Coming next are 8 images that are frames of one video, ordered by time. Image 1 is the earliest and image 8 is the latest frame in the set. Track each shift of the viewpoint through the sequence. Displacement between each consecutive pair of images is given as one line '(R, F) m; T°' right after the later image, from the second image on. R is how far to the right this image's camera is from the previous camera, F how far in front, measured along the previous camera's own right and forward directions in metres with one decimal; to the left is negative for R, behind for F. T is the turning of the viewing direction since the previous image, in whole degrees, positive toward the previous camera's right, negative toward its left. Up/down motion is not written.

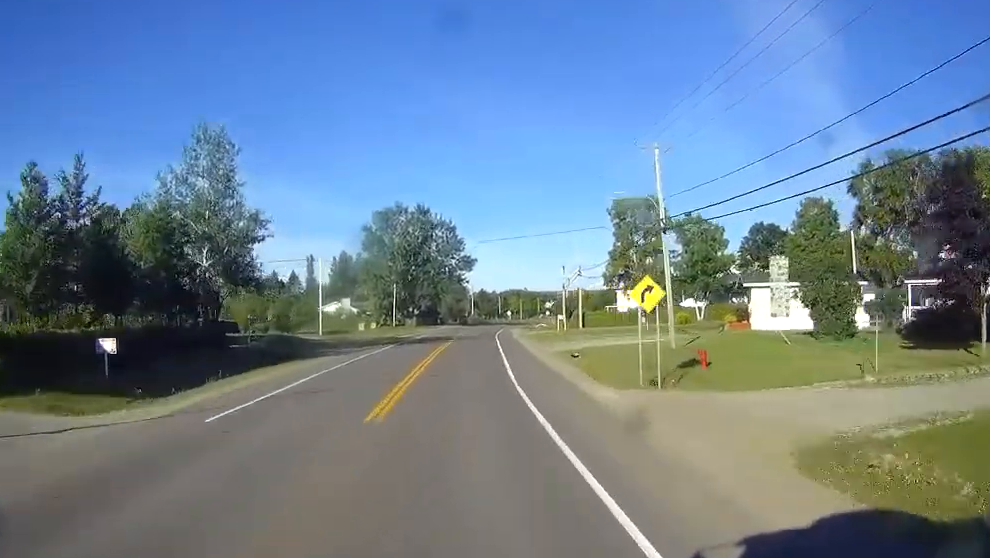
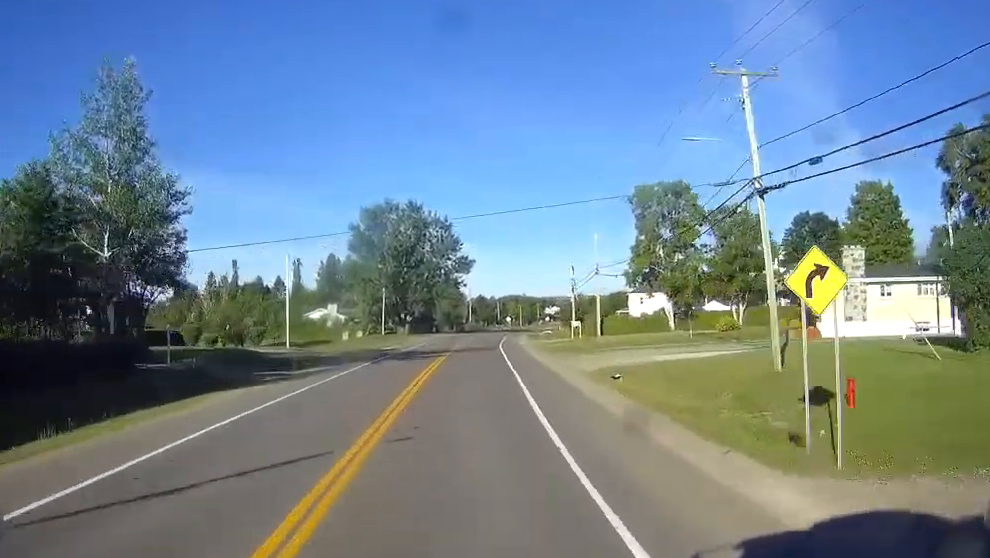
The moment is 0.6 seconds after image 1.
(0.0, +14.2) m; 0°
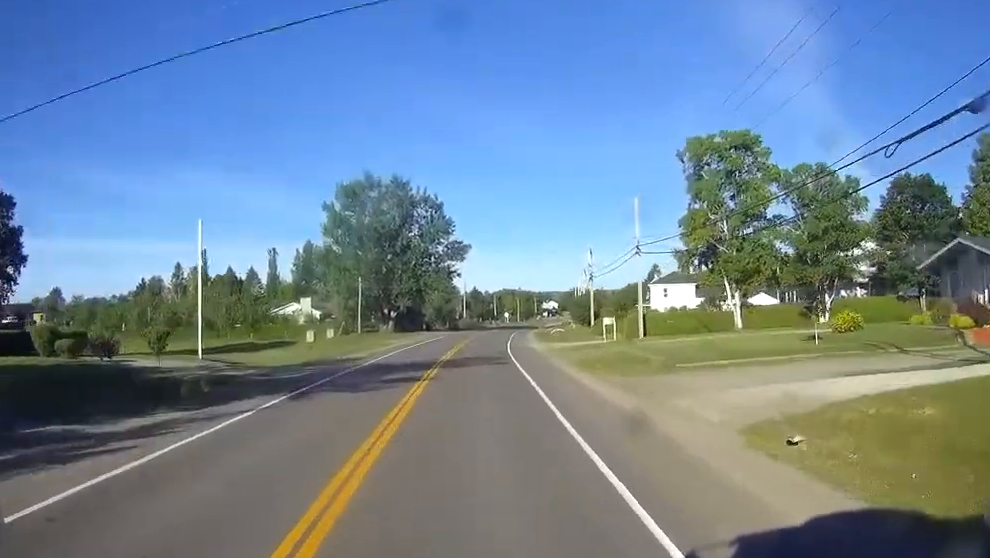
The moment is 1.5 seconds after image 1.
(0.0, +21.3) m; 0°
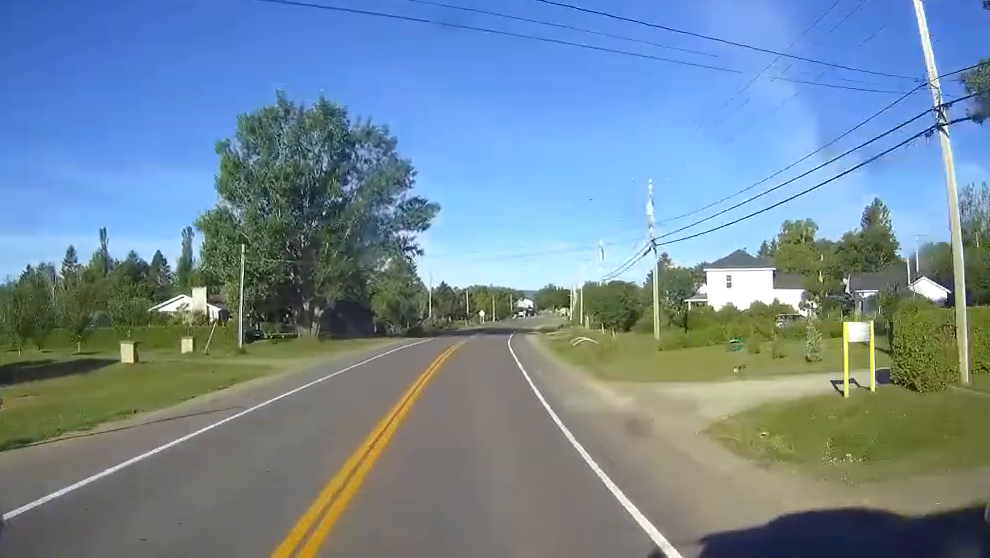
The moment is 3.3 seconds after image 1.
(+0.7, +42.6) m; +2°
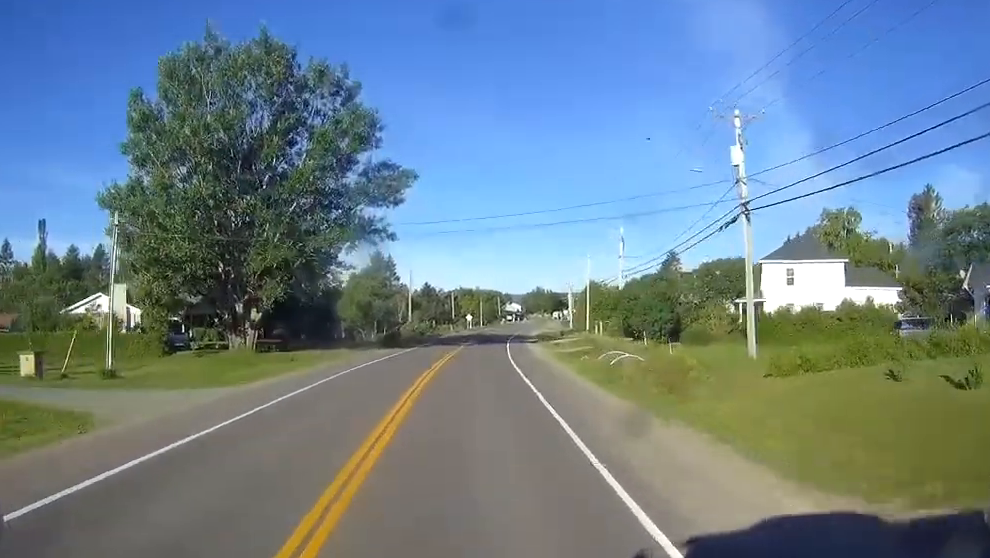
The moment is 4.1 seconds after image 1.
(+0.2, +19.8) m; +1°
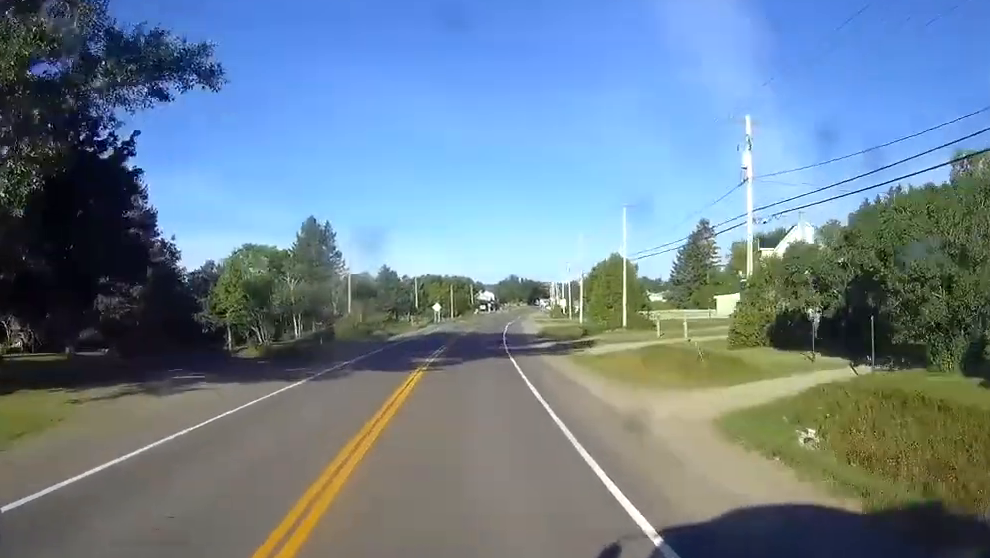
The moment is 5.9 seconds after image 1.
(+0.9, +41.2) m; +2°
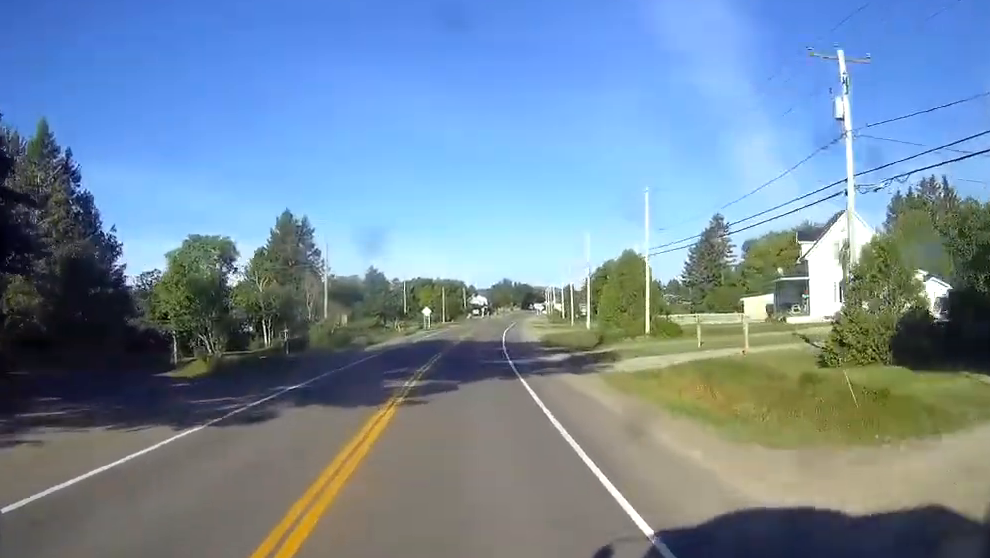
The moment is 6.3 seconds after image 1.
(+0.1, +11.1) m; 0°
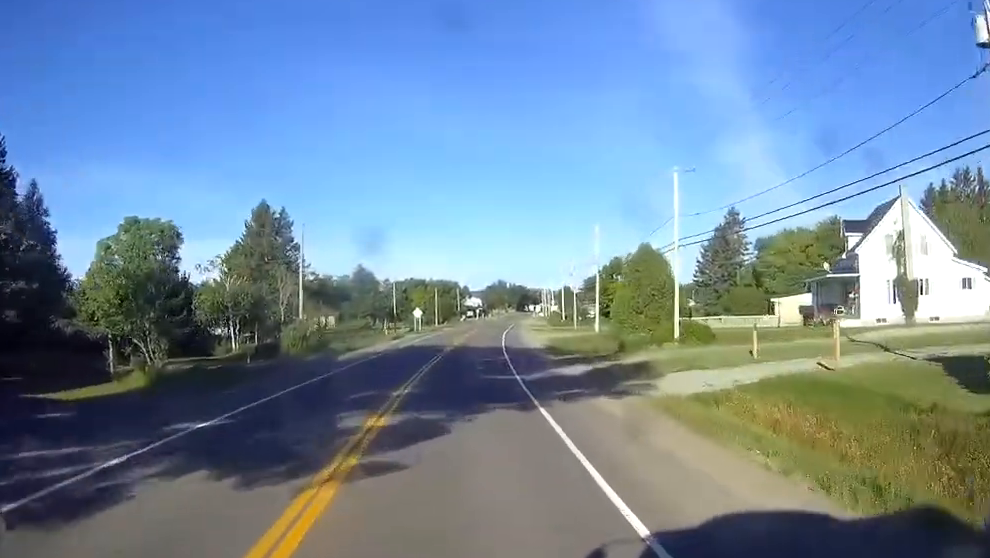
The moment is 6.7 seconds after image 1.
(0.0, +9.5) m; 0°
